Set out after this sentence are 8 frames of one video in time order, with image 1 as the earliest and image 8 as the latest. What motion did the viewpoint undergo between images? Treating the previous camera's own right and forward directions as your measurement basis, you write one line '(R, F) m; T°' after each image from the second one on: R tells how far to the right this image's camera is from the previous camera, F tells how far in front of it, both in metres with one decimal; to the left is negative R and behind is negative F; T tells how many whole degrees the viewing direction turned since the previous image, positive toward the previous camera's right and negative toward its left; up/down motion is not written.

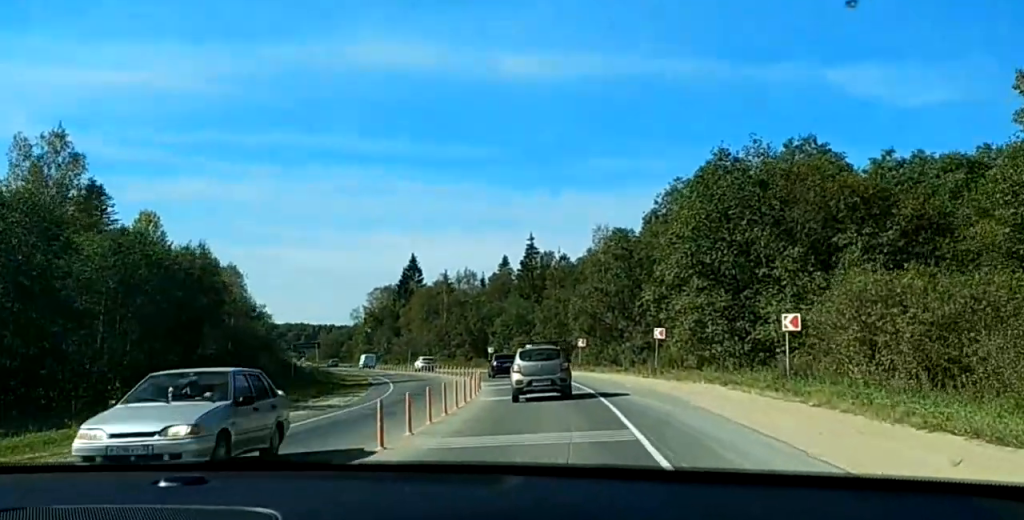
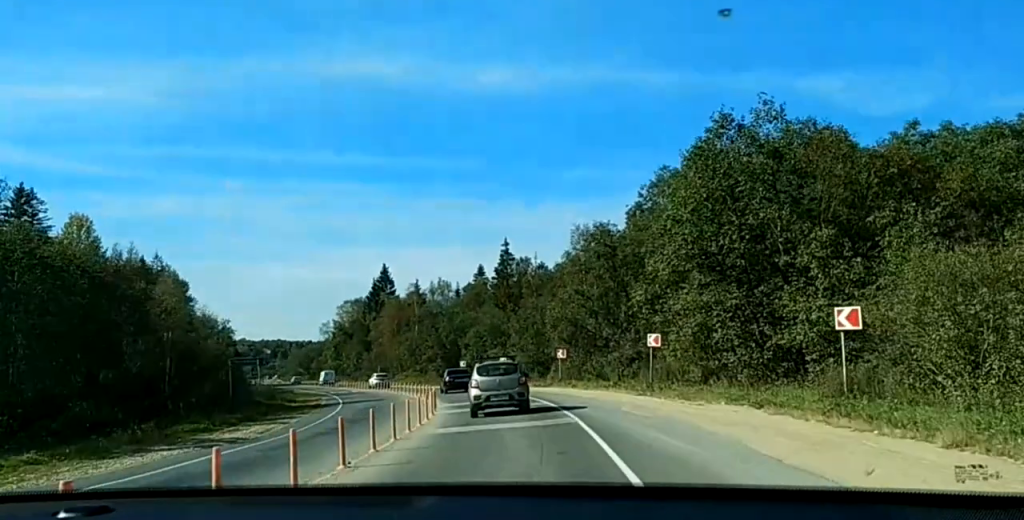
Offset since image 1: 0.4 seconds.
(-0.2, +8.6) m; -2°
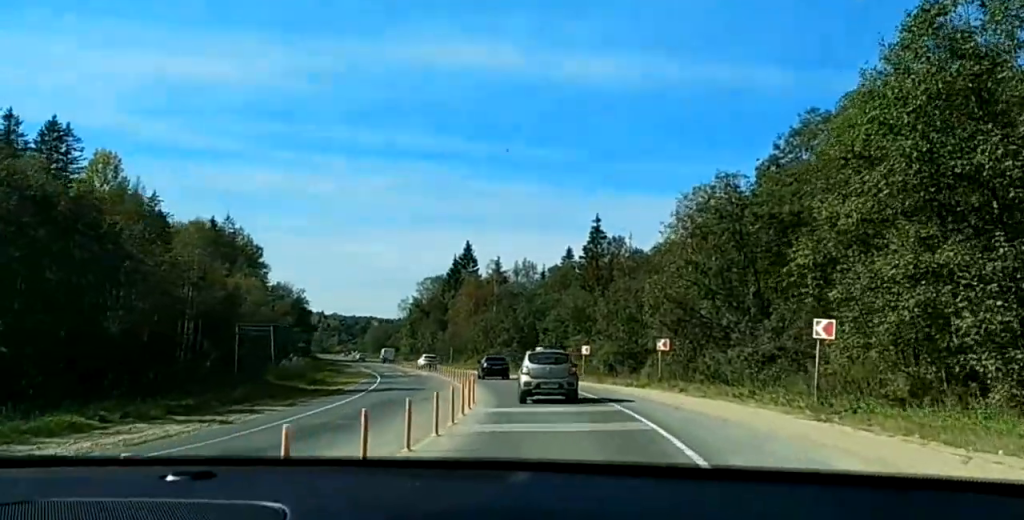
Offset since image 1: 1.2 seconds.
(-0.5, +14.7) m; -3°
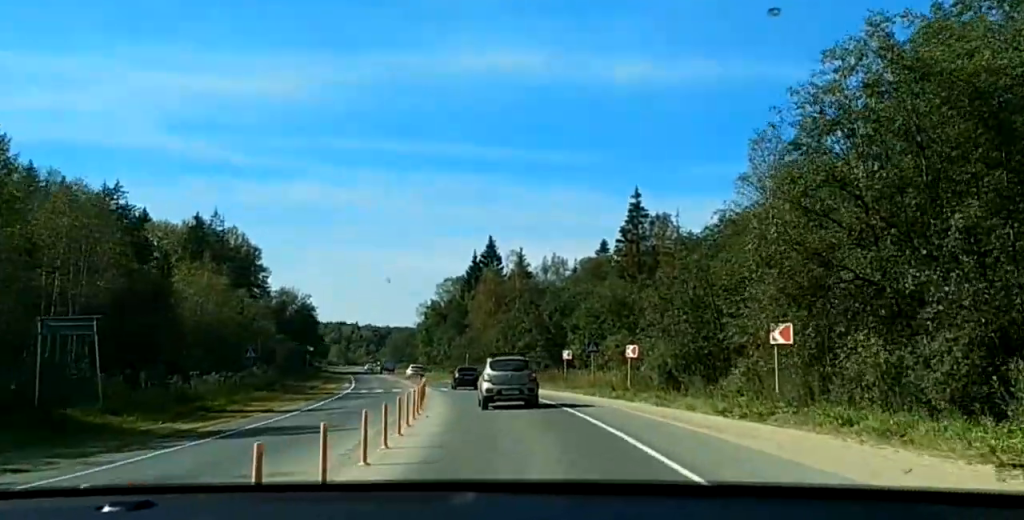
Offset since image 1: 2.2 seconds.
(-0.5, +20.2) m; -1°
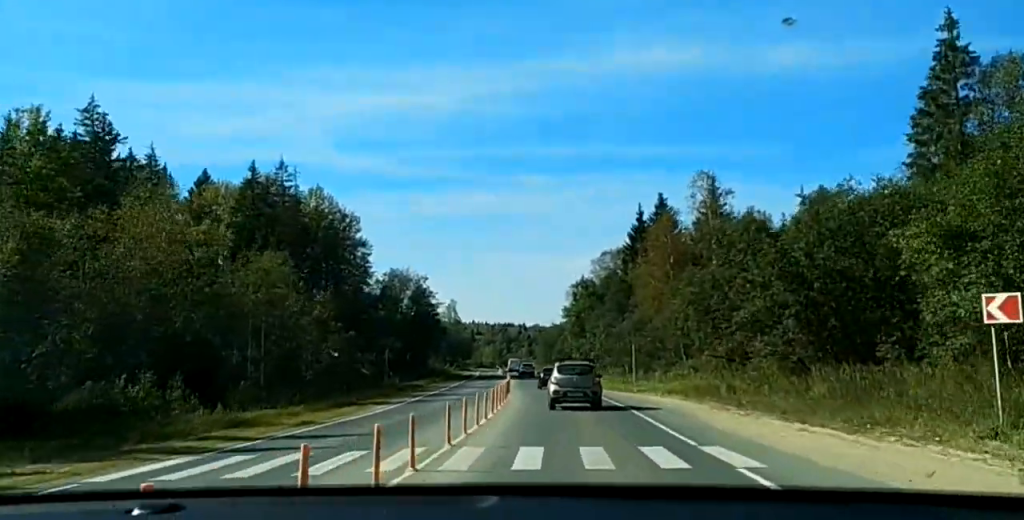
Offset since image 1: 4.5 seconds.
(-1.8, +48.4) m; -6°
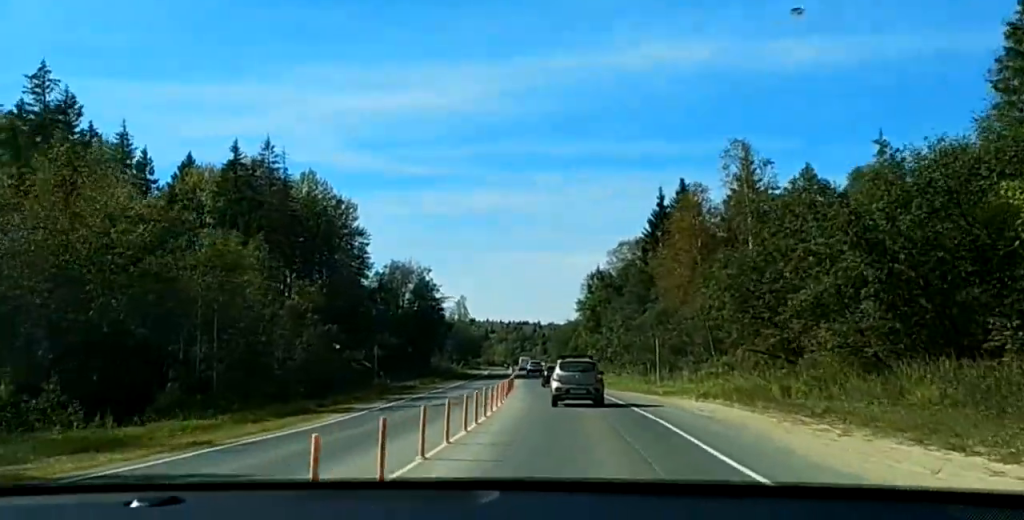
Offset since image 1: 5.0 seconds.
(-0.1, +11.0) m; -1°
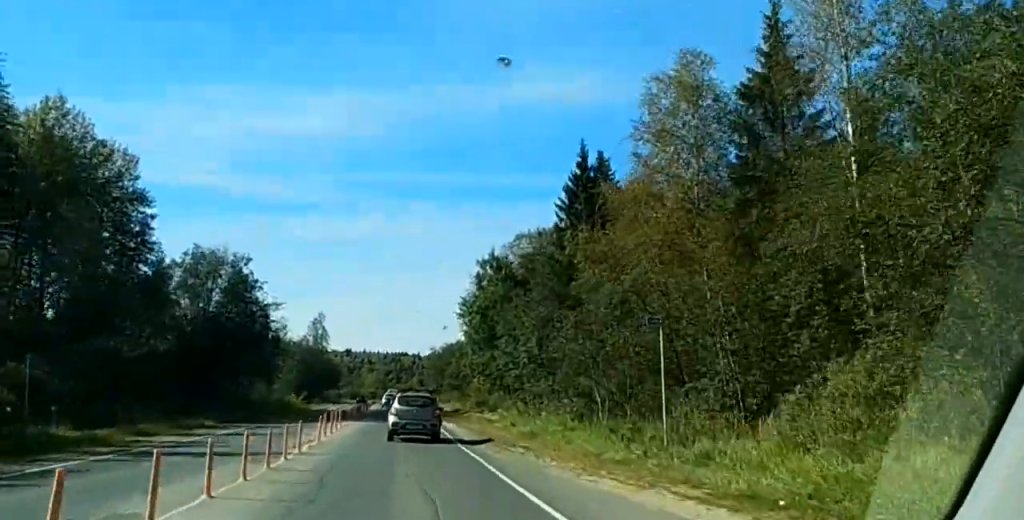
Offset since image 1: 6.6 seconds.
(-1.5, +44.1) m; -4°
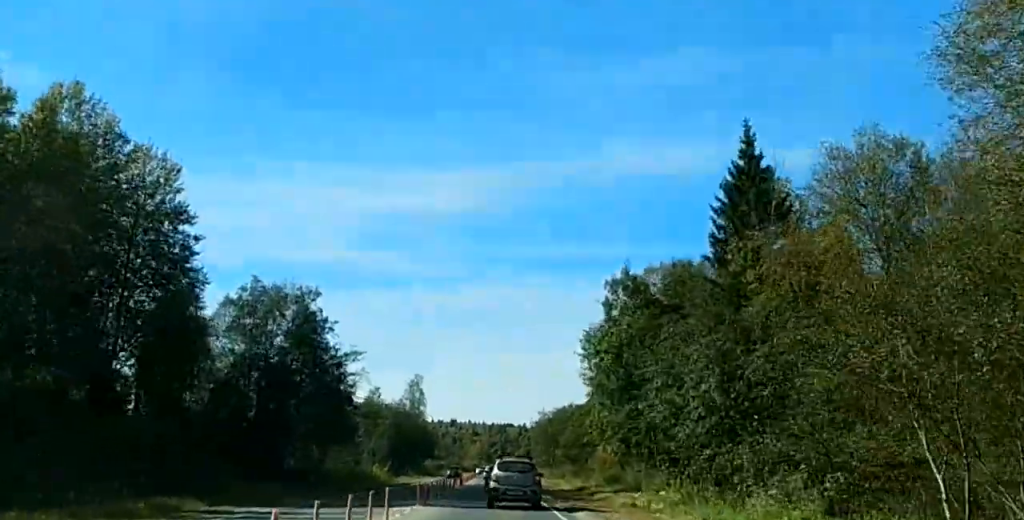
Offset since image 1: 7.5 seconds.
(-0.4, +22.9) m; -1°
